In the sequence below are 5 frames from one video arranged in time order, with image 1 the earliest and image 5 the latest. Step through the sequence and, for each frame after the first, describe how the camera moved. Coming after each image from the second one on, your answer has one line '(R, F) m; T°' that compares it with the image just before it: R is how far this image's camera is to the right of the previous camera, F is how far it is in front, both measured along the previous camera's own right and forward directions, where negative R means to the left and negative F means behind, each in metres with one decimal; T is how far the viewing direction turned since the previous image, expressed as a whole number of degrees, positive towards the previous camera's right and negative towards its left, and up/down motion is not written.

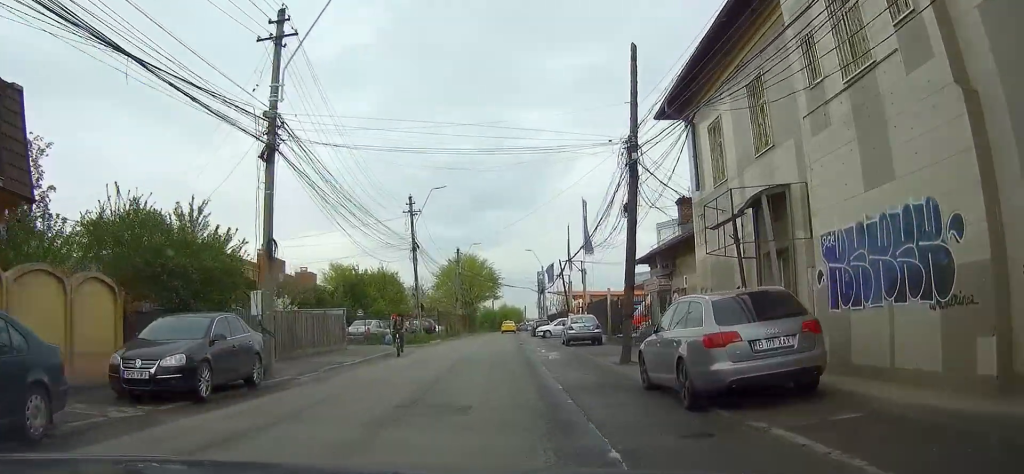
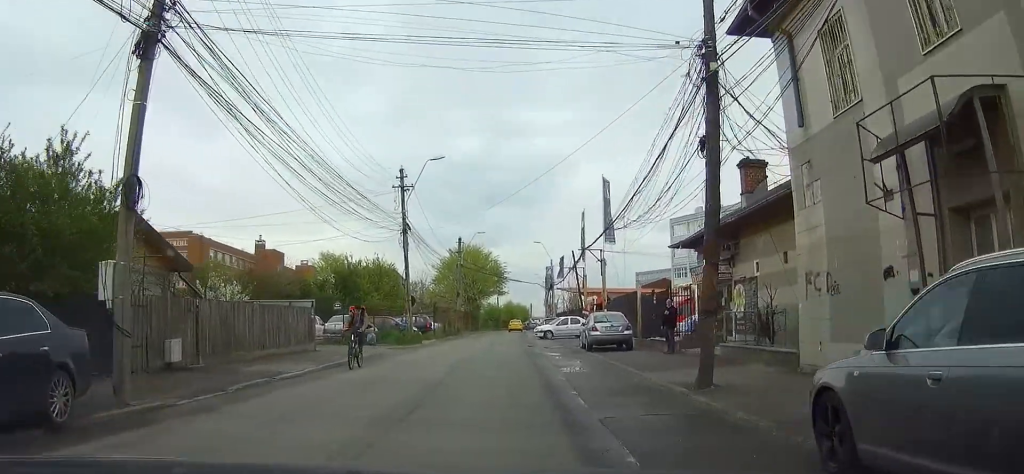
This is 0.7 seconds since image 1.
(-0.1, +6.8) m; -1°
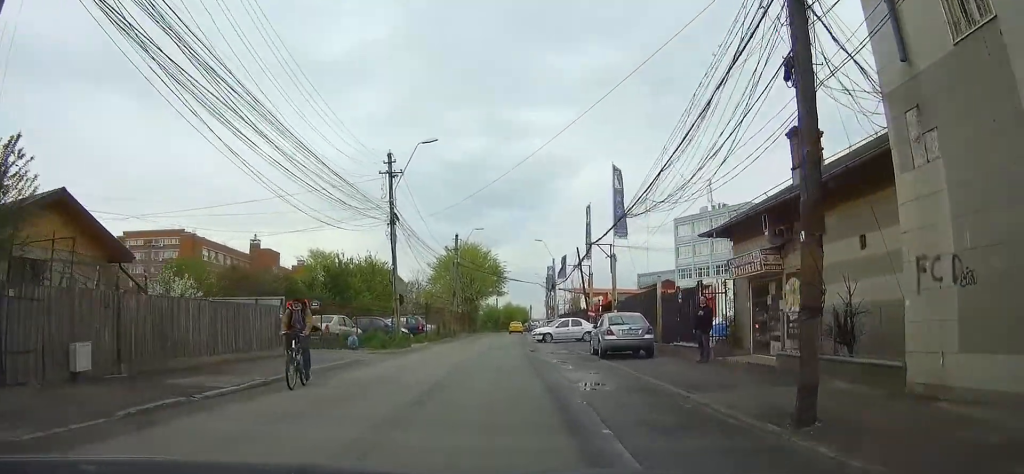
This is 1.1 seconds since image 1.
(0.0, +4.1) m; 0°
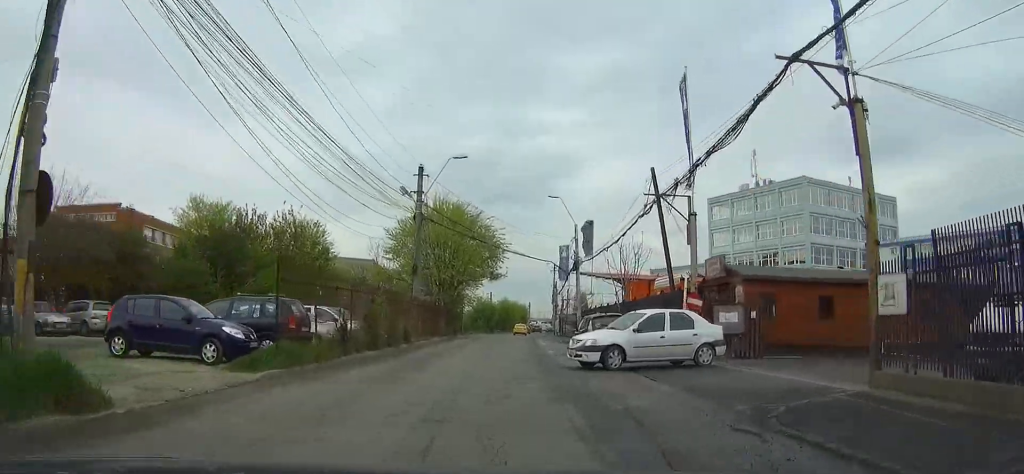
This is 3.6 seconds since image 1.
(0.0, +27.0) m; 0°
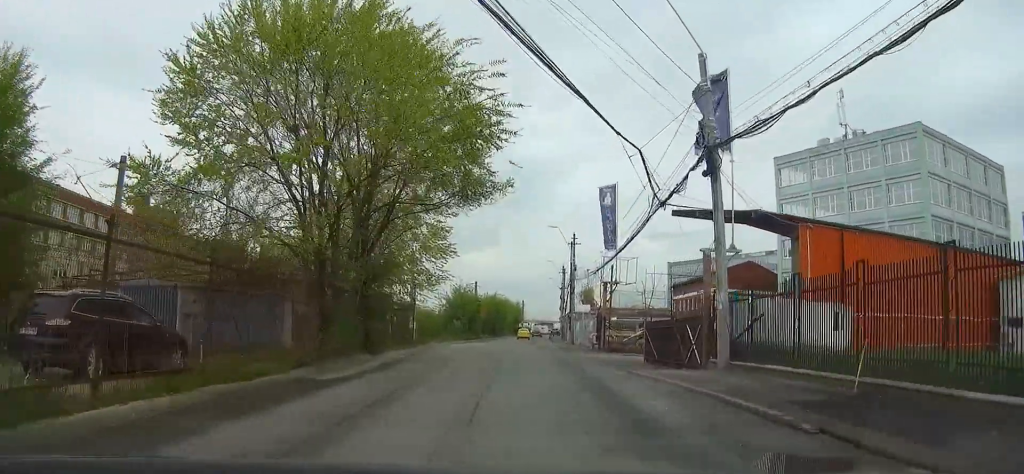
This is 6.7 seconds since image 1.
(0.0, +34.5) m; +1°
